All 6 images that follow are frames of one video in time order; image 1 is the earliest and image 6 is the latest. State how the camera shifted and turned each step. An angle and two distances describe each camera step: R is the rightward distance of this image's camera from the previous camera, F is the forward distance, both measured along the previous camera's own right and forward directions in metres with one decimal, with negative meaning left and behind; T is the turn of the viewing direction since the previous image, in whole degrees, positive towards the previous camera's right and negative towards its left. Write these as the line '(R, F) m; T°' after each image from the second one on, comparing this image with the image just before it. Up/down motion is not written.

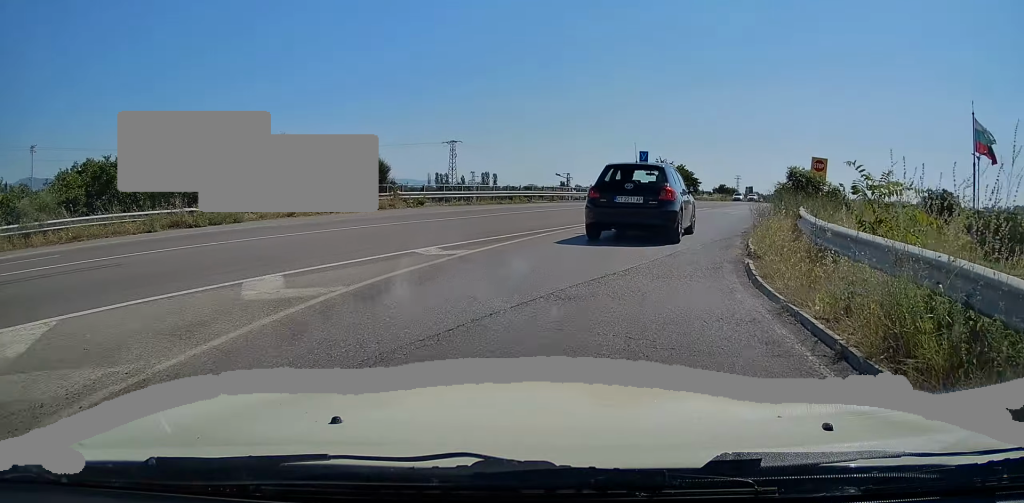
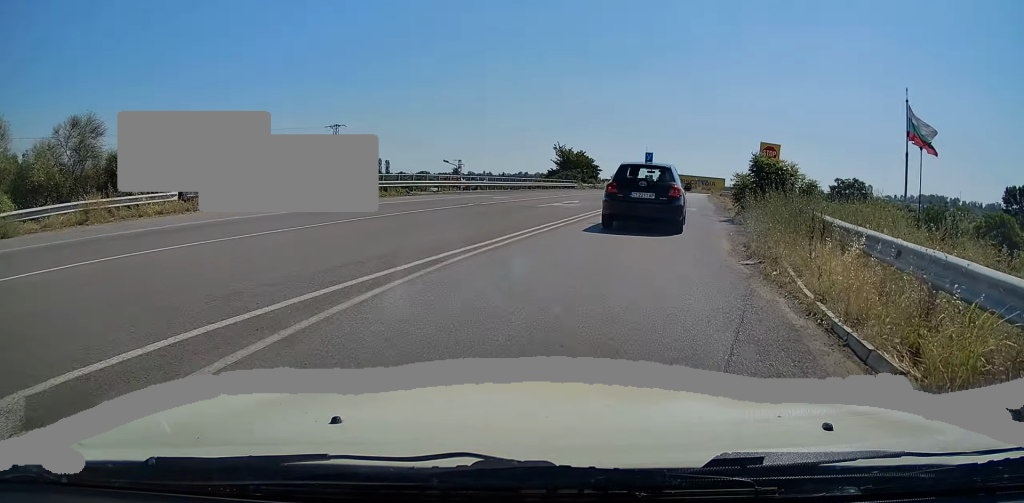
(+0.8, +7.7) m; +12°
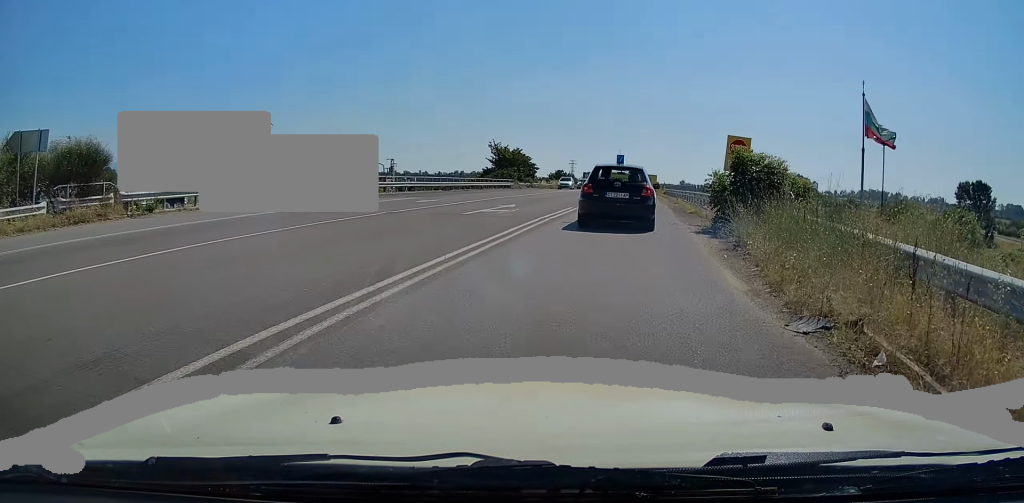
(+0.2, +4.3) m; +6°
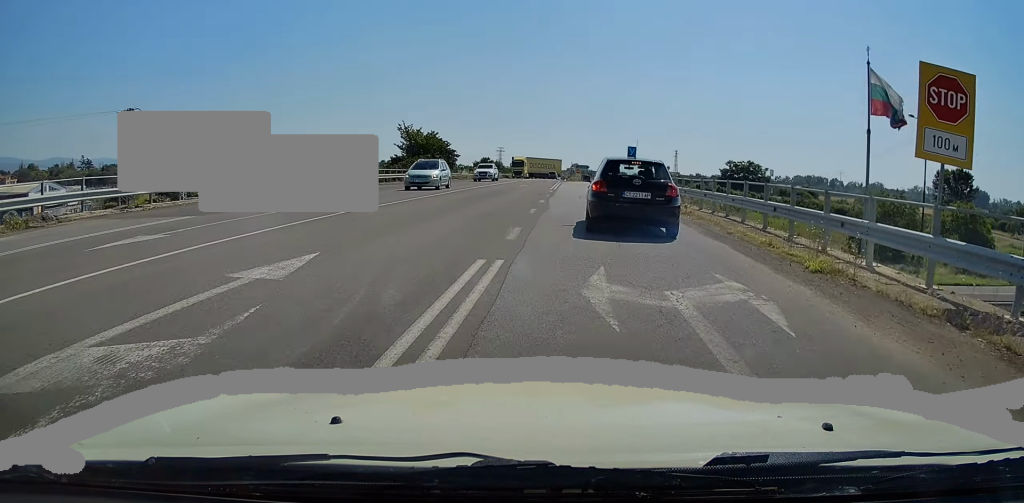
(+1.2, +16.6) m; +2°
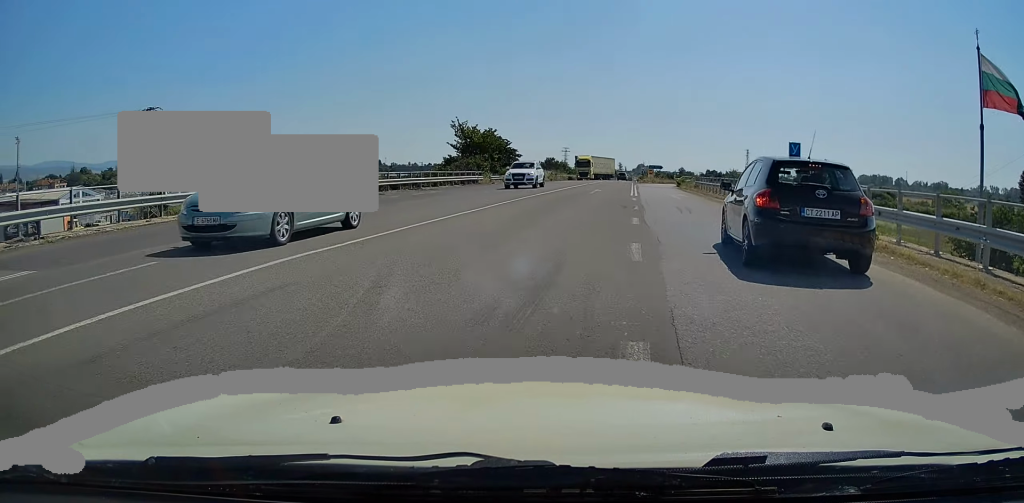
(-0.2, +8.4) m; 0°
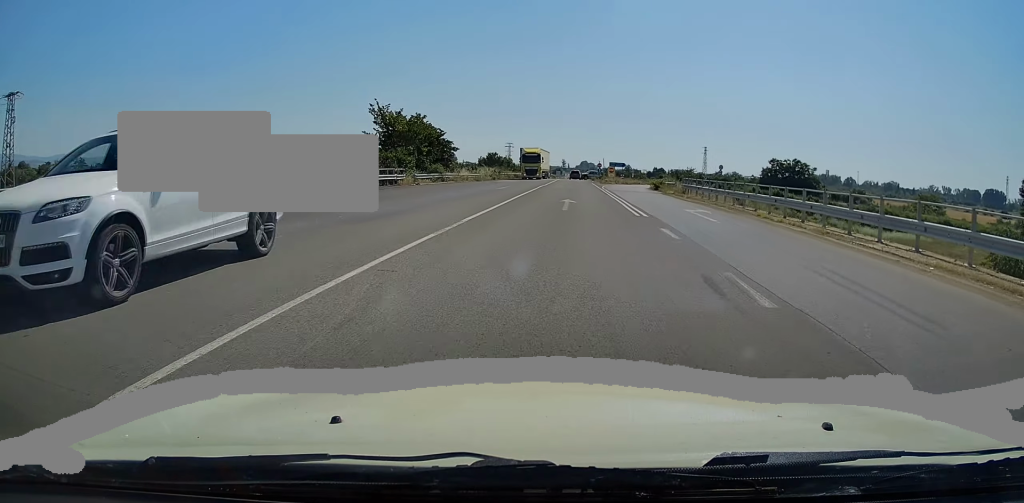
(+0.4, +14.7) m; +5°
